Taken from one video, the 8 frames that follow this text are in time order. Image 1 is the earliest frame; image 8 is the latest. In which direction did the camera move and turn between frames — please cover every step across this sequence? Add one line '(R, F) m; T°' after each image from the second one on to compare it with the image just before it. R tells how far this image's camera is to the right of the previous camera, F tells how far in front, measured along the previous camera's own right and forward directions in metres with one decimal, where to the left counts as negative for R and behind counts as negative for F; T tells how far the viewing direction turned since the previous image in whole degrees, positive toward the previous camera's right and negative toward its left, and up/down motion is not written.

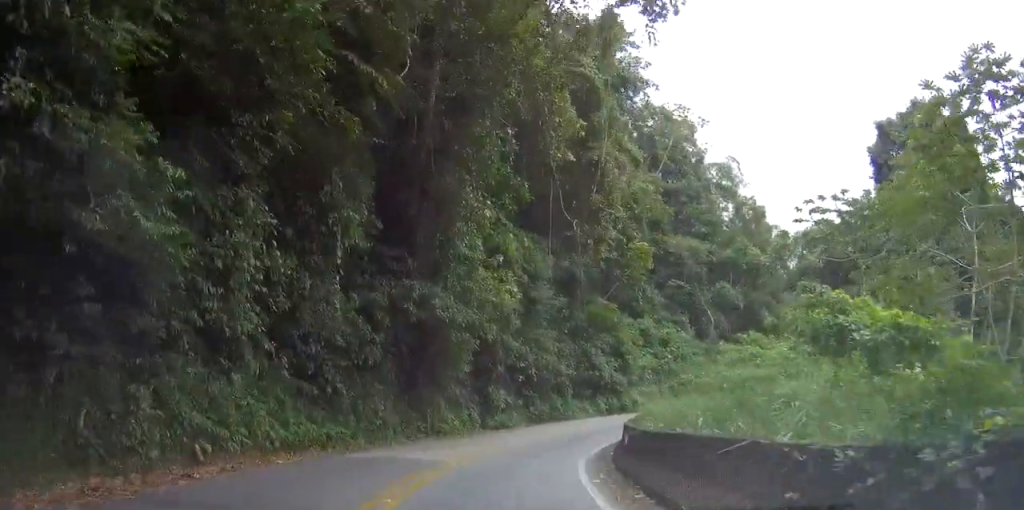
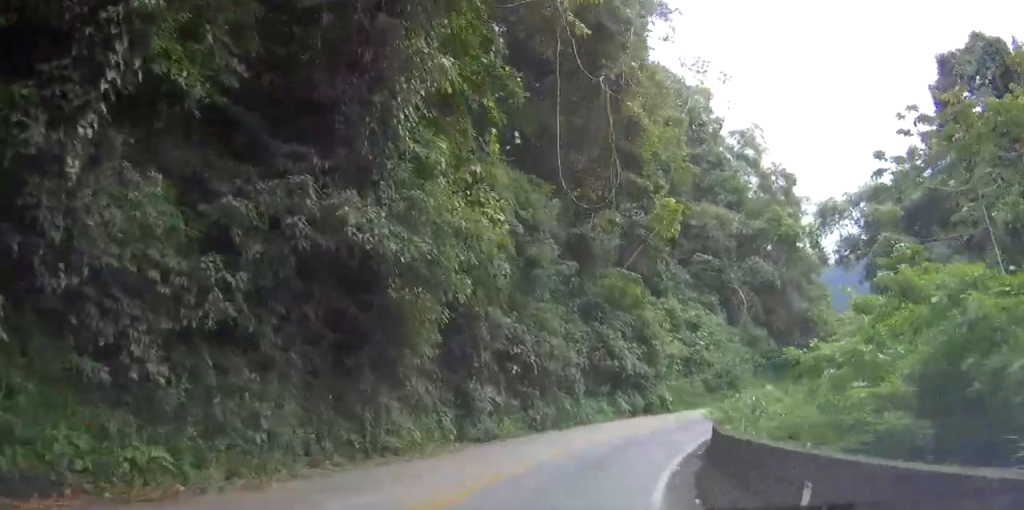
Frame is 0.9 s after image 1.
(0.0, +9.6) m; 0°
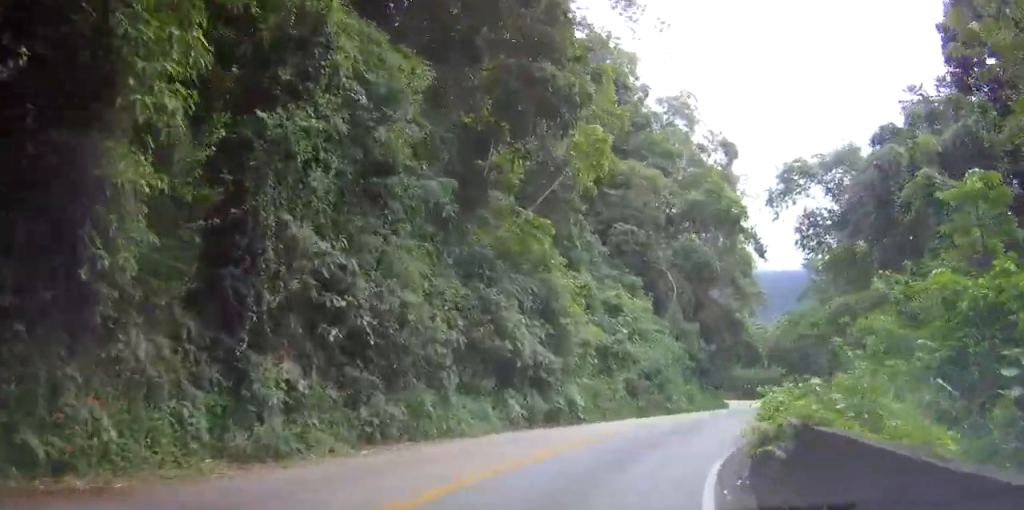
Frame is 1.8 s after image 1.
(0.0, +10.0) m; 0°
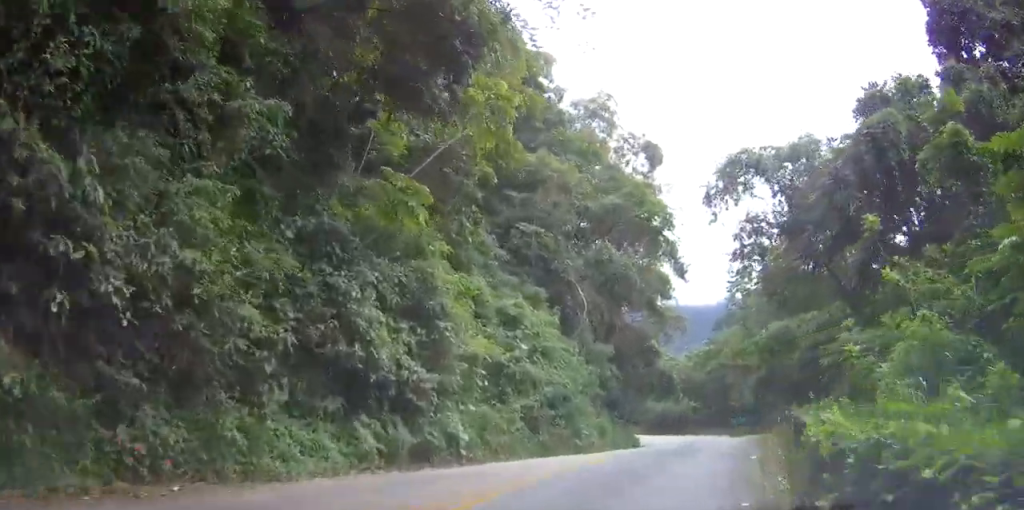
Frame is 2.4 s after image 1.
(0.0, +6.2) m; 0°
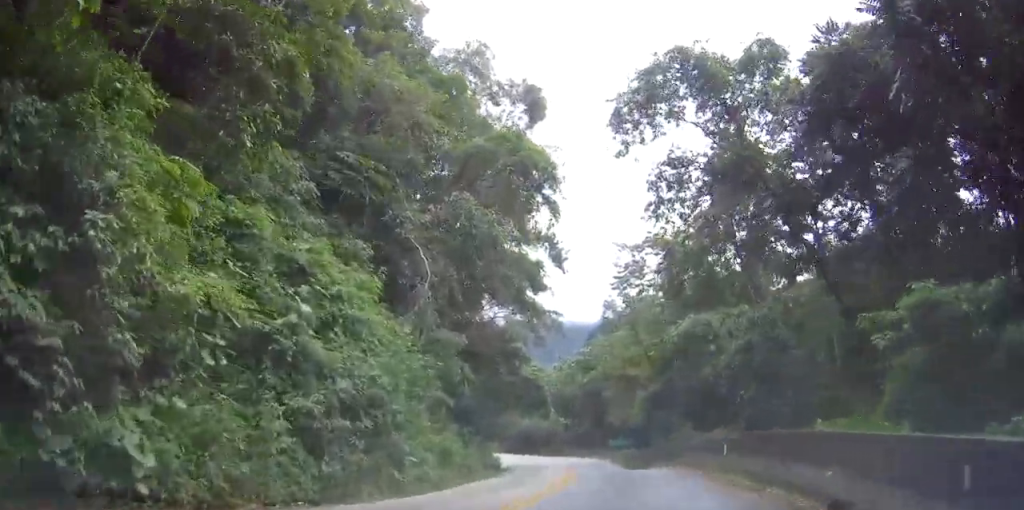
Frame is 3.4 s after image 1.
(0.0, +10.1) m; 0°
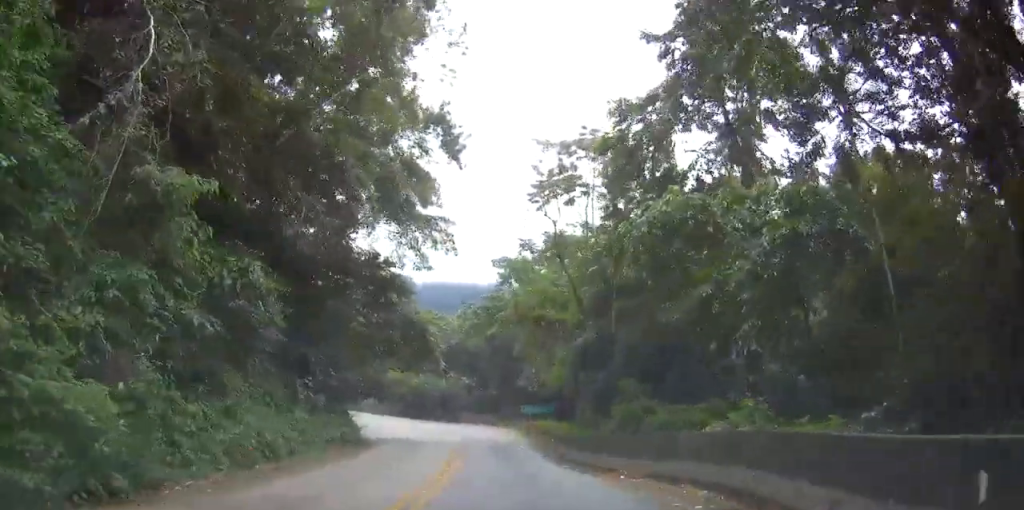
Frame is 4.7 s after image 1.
(0.0, +14.2) m; +8°
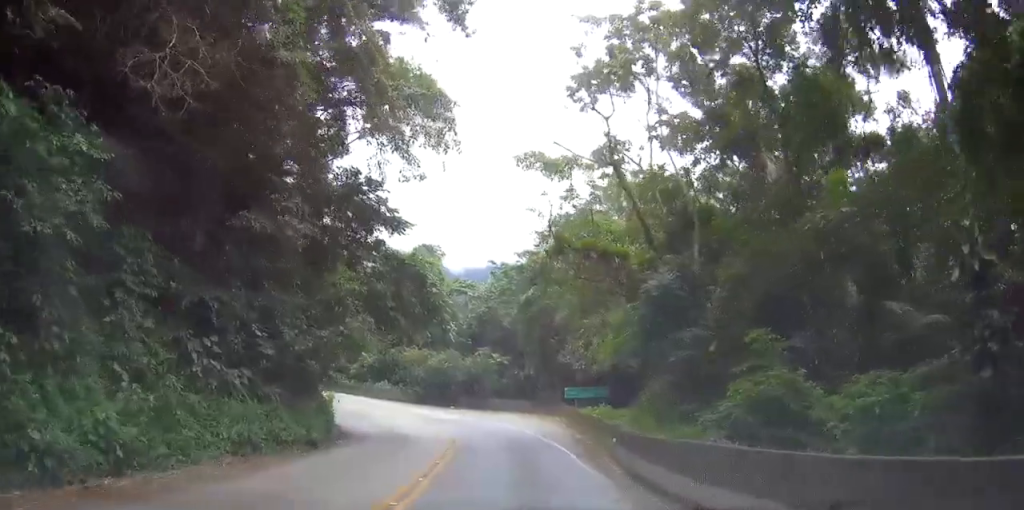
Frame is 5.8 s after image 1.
(+1.4, +11.1) m; -2°
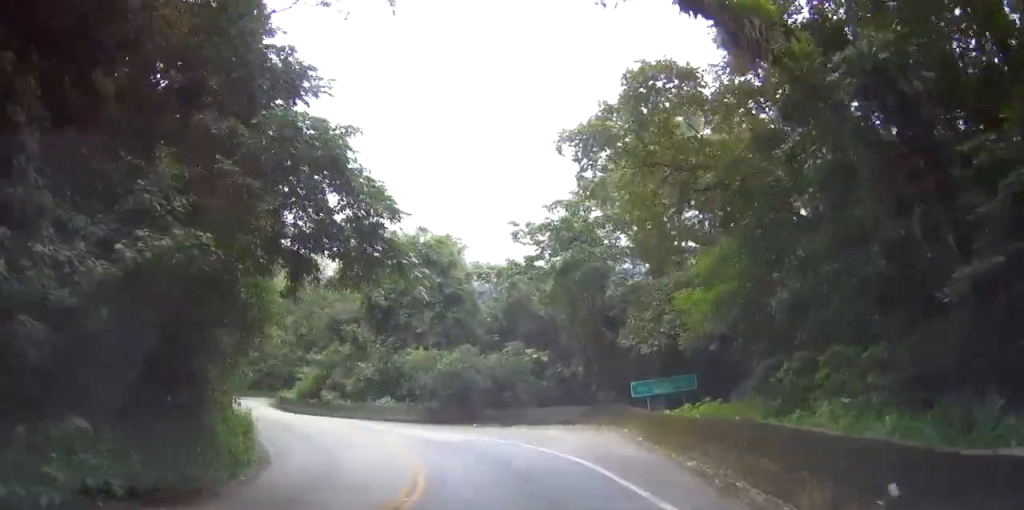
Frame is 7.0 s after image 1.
(-2.6, +12.4) m; -14°
